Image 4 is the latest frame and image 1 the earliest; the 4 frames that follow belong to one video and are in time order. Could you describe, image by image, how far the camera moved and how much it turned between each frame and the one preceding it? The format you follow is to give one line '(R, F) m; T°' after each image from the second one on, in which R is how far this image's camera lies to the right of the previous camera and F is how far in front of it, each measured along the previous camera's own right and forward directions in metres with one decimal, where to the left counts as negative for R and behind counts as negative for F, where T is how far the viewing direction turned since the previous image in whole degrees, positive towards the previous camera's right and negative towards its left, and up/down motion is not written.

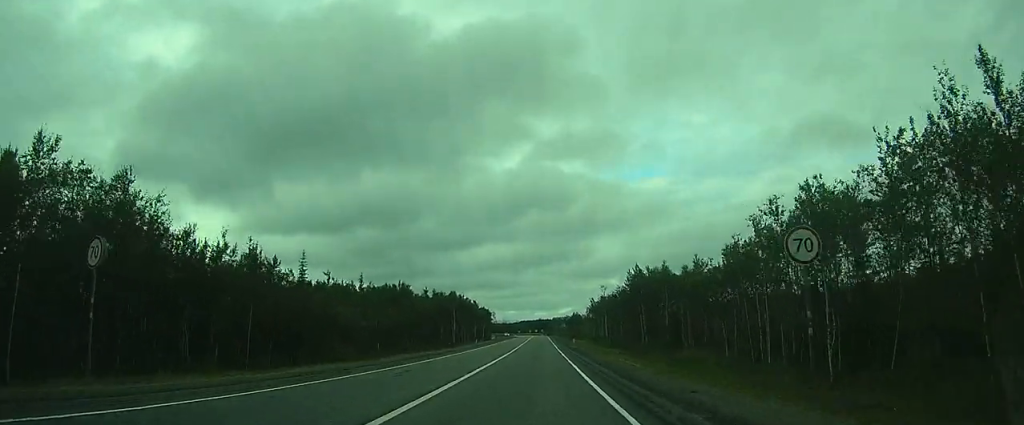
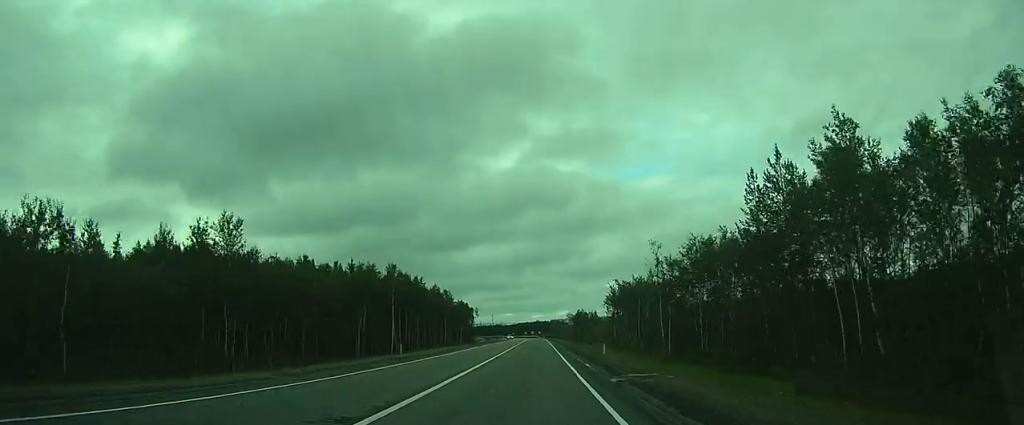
(+0.7, +37.7) m; +1°
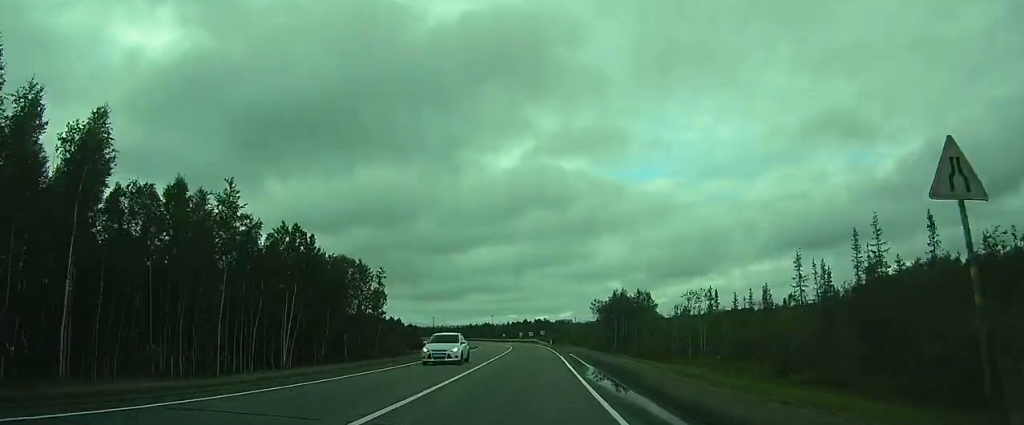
(0.0, +79.8) m; +1°
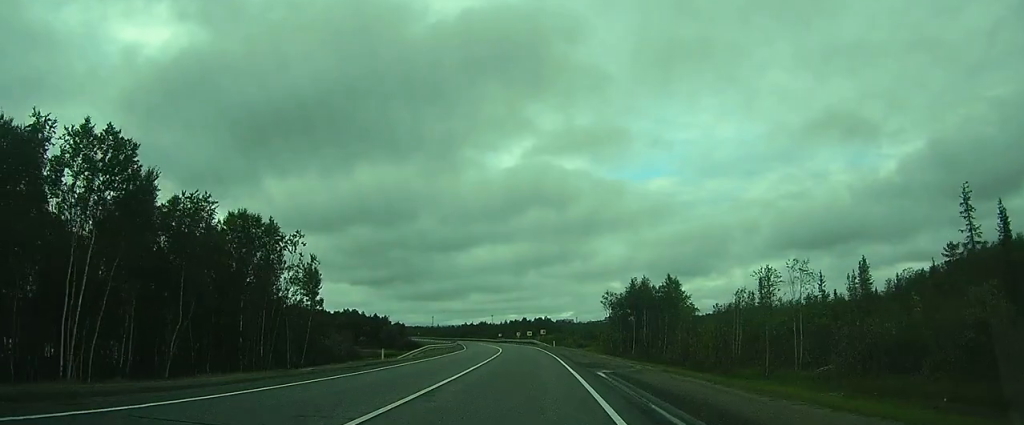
(+0.2, +18.3) m; +1°
